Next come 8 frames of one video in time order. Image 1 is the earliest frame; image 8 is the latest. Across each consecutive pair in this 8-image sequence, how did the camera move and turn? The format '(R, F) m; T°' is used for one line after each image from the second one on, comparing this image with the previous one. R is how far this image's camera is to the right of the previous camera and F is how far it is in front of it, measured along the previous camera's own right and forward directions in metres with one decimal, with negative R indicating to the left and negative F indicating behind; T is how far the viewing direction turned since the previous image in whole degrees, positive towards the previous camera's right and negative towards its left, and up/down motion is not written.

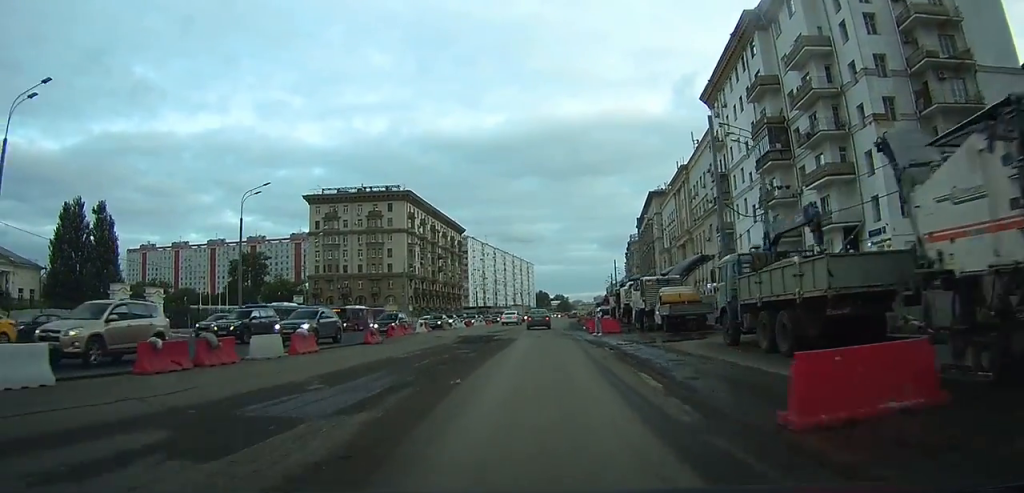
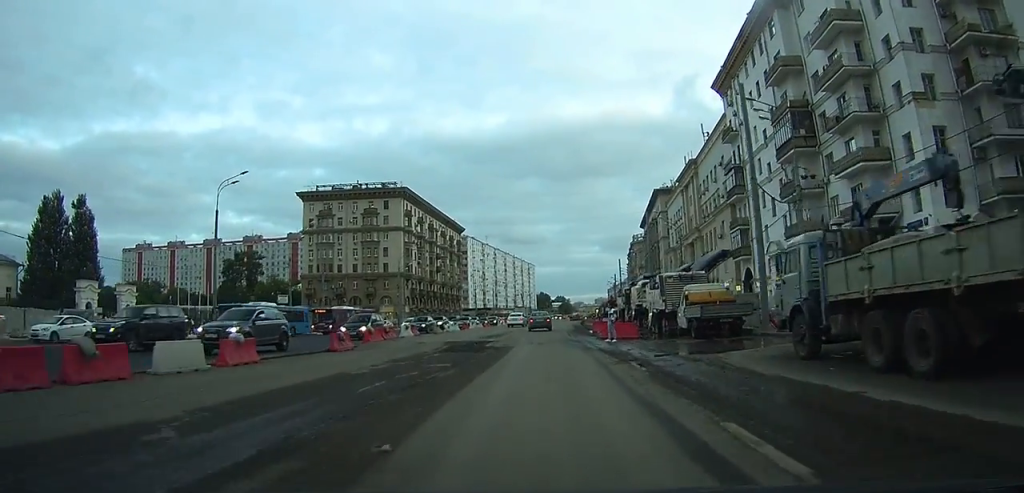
(0.0, +4.9) m; 0°
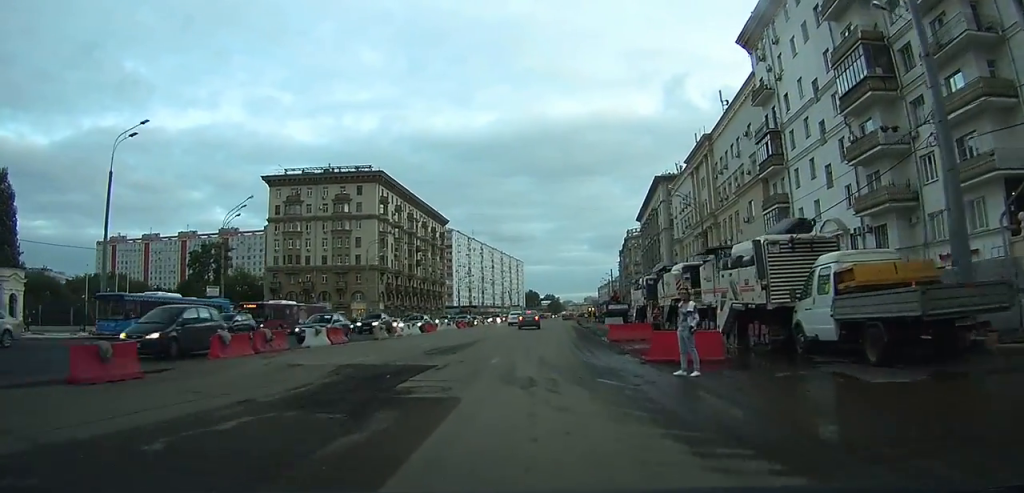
(+0.1, +13.8) m; +1°
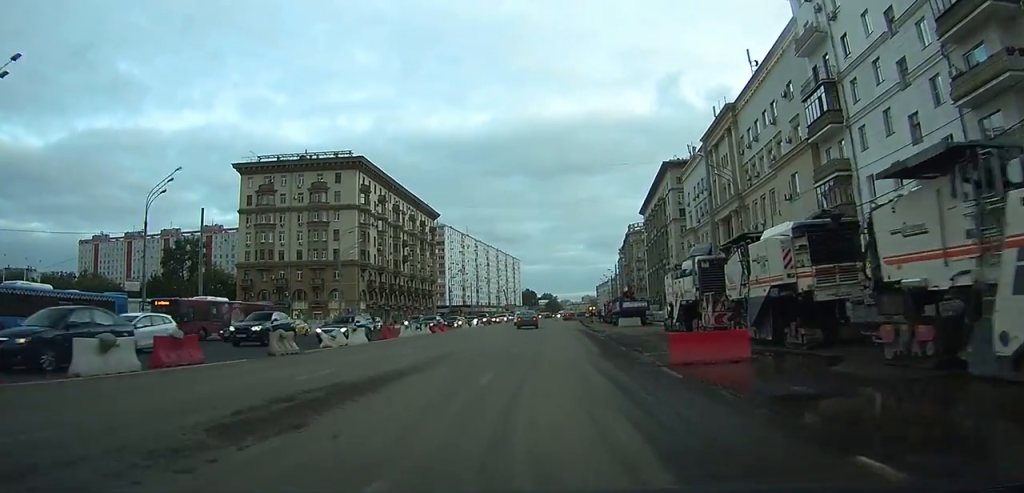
(0.0, +12.3) m; +1°
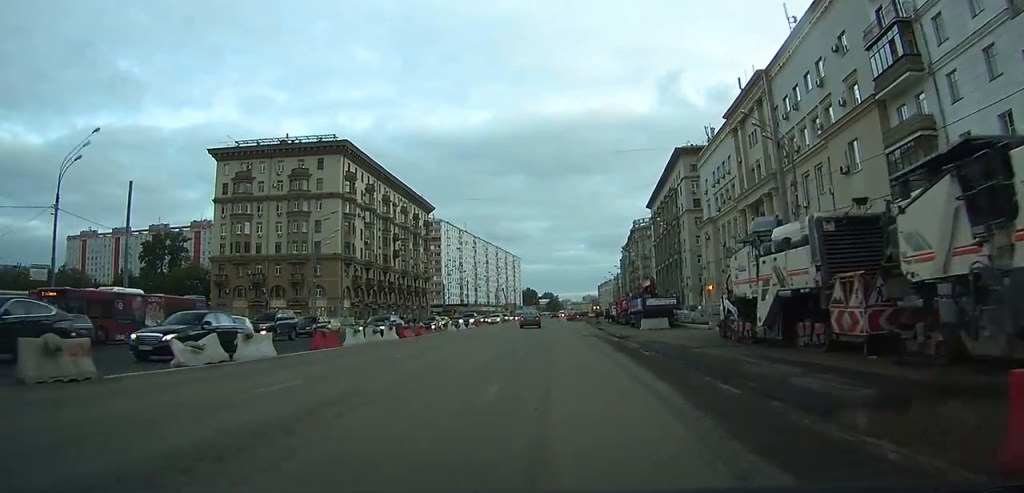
(+0.1, +10.3) m; 0°
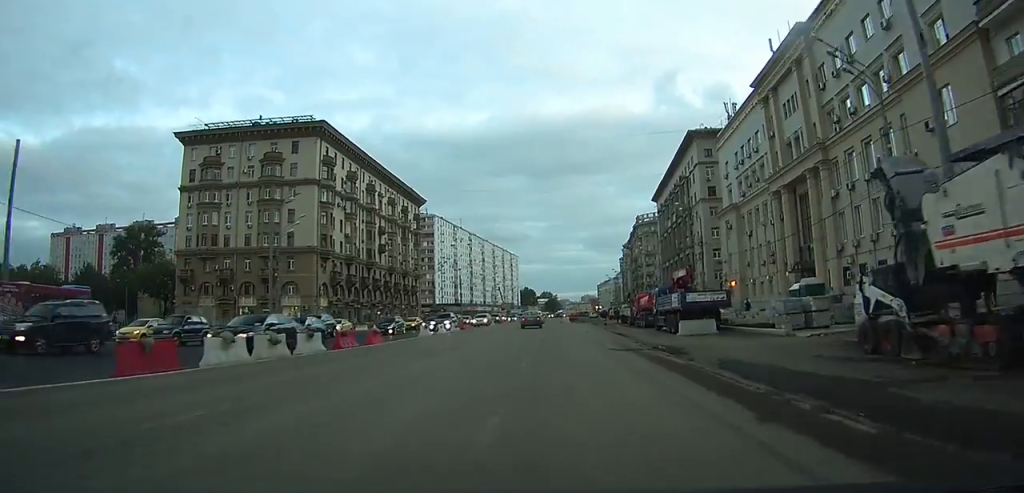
(0.0, +11.0) m; 0°
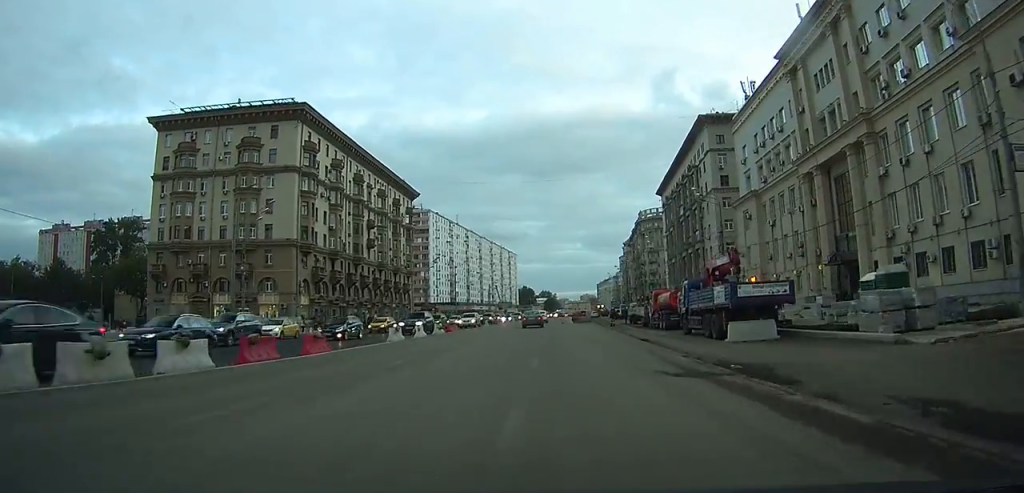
(0.0, +7.5) m; 0°
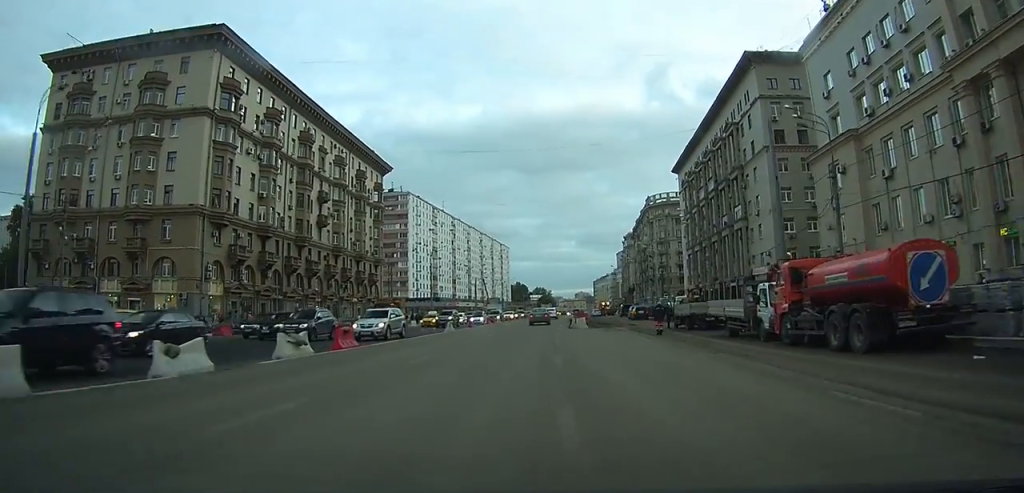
(+0.1, +23.7) m; 0°
